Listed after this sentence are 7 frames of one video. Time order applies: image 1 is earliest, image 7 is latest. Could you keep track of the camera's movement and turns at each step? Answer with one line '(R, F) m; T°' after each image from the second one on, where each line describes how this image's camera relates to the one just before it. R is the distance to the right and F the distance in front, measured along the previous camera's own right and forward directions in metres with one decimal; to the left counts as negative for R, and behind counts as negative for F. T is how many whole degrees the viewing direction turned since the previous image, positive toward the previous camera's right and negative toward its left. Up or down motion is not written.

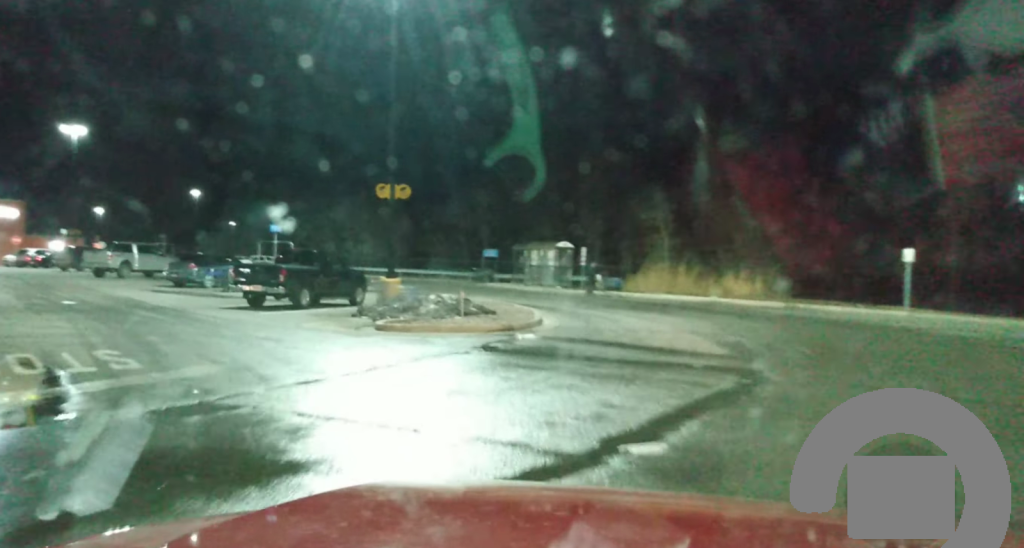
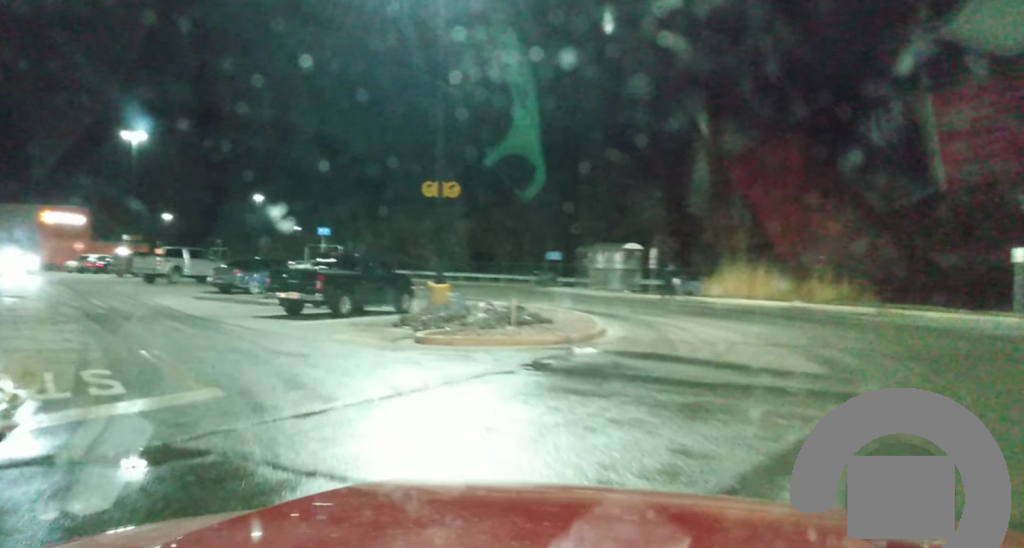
(+0.2, +2.5) m; -3°
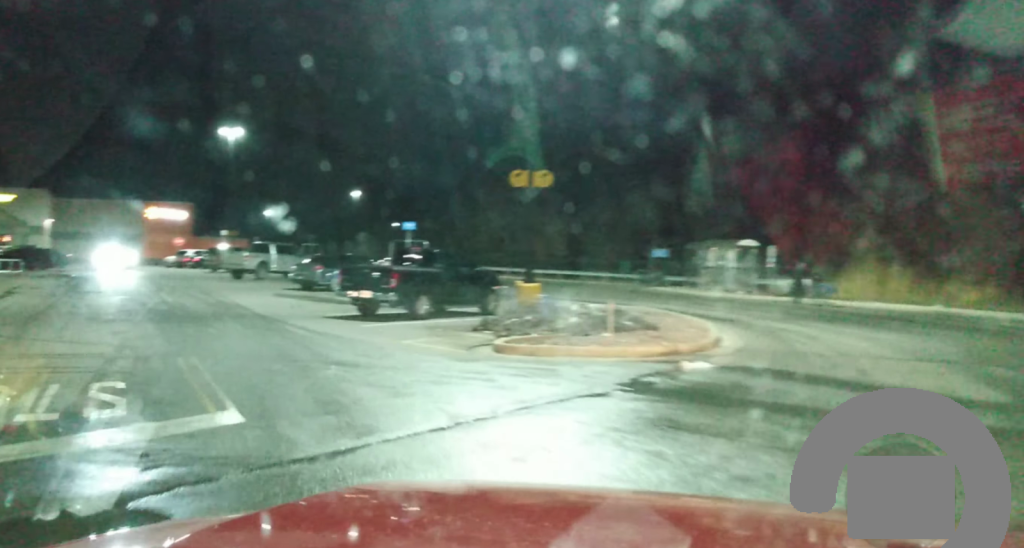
(+0.3, +2.4) m; -3°
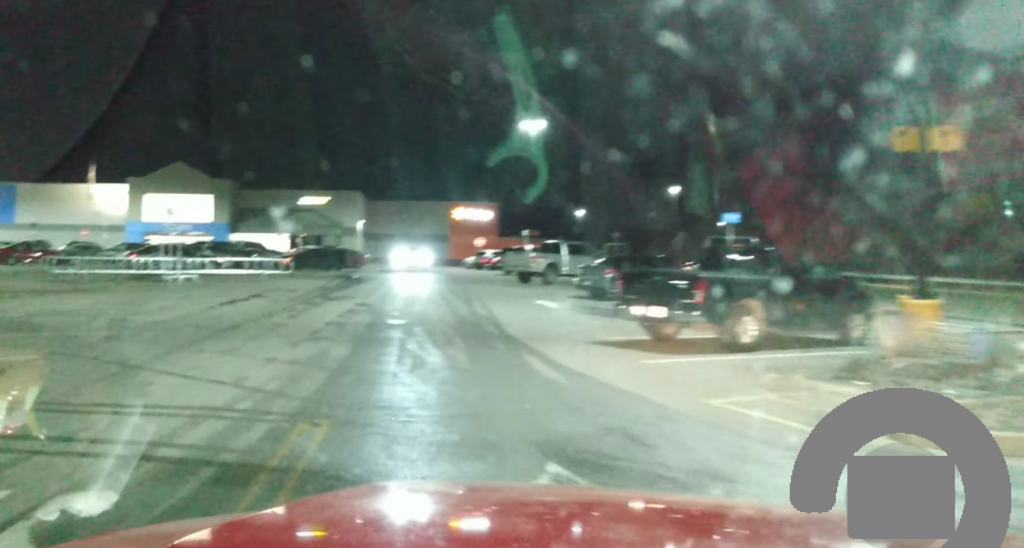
(-1.6, +6.4) m; -21°
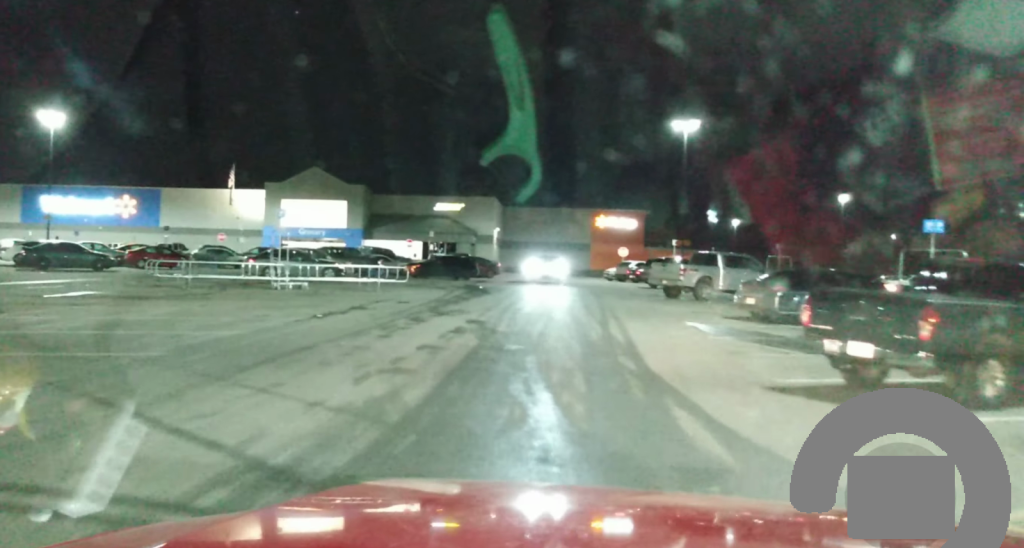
(-0.3, +3.6) m; -8°
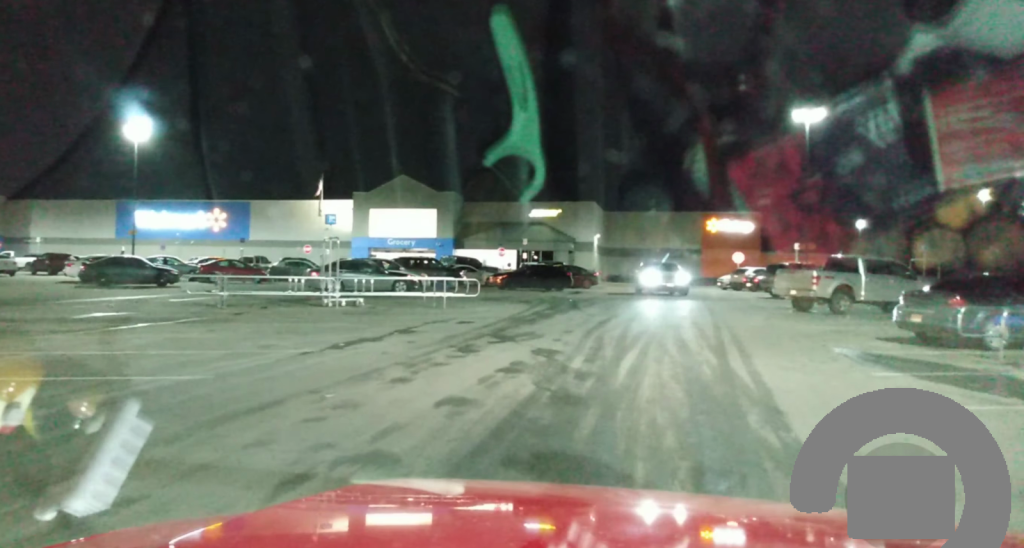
(-0.5, +5.0) m; -8°
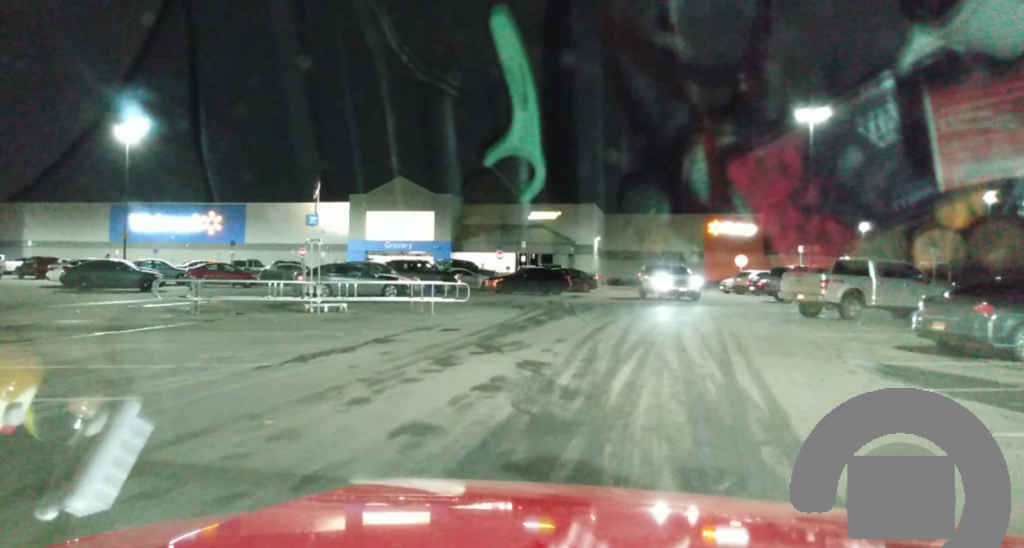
(-0.1, +1.7) m; -1°
